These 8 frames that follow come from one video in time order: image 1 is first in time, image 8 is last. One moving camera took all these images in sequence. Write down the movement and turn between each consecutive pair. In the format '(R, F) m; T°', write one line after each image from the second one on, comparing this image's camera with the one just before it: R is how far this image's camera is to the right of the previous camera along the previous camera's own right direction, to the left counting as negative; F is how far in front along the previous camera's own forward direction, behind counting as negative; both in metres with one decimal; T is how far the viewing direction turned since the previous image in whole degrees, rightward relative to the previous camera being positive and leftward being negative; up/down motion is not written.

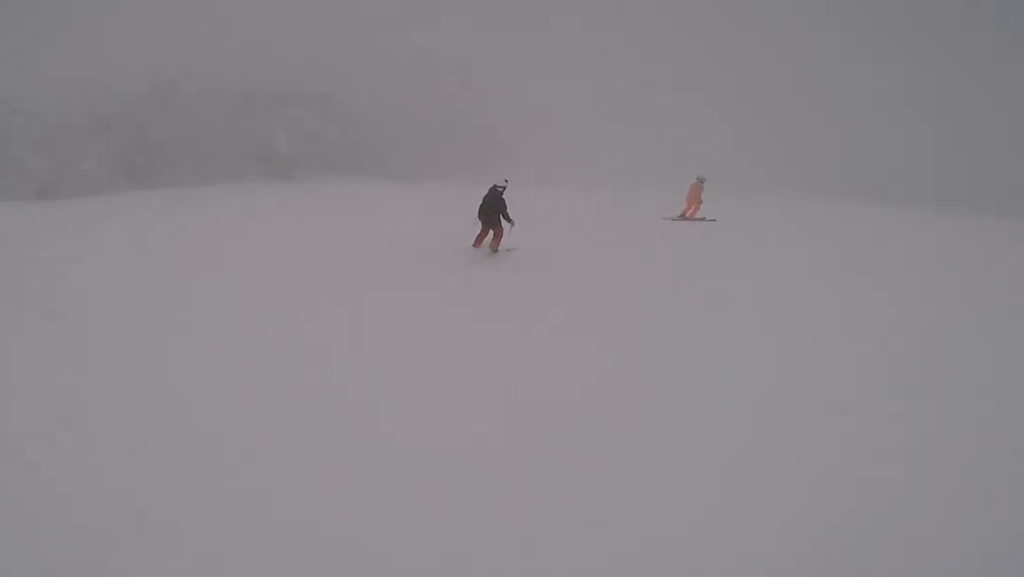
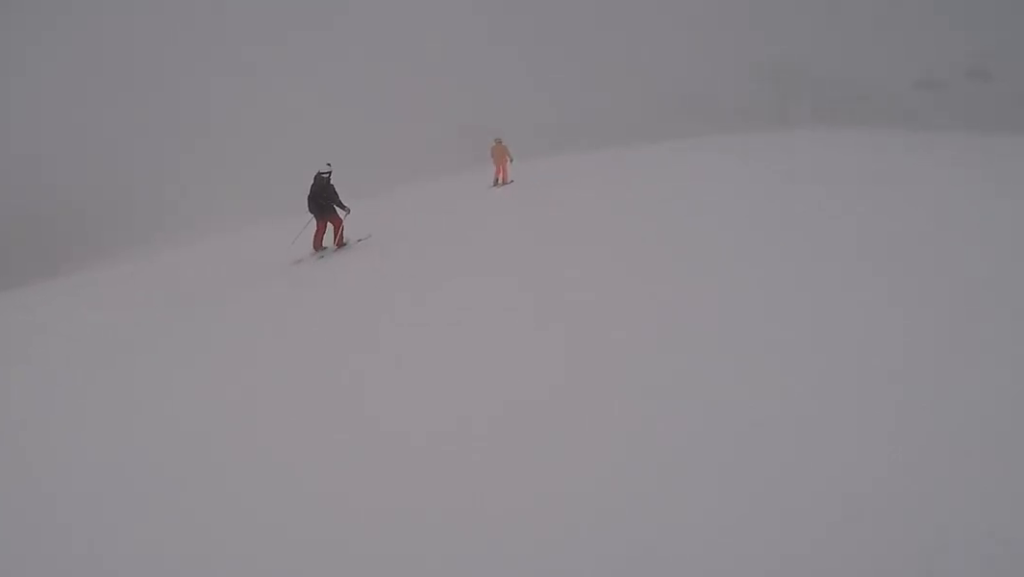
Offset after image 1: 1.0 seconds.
(+0.5, +6.1) m; +15°
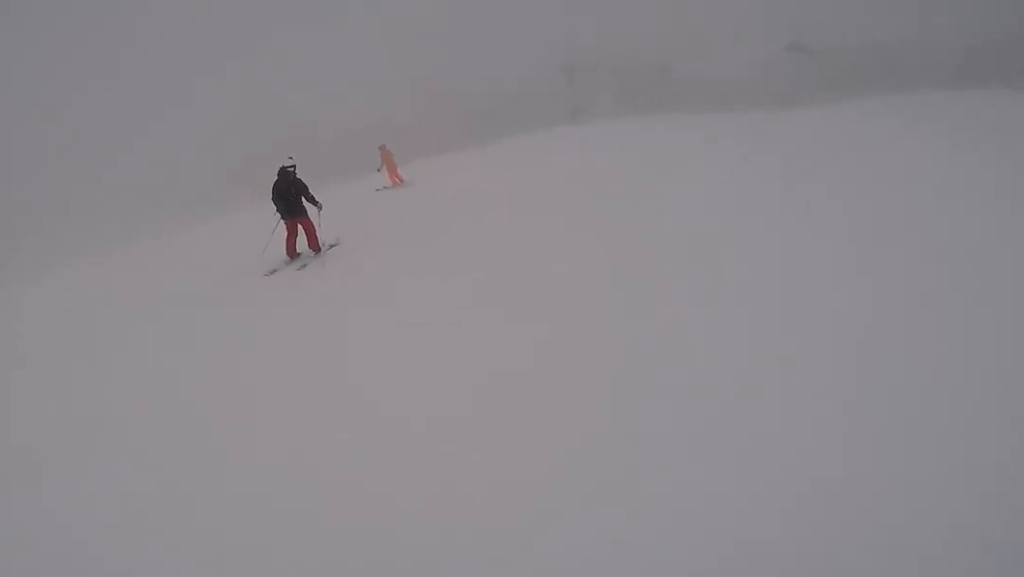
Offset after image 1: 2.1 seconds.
(+1.3, +6.8) m; +15°
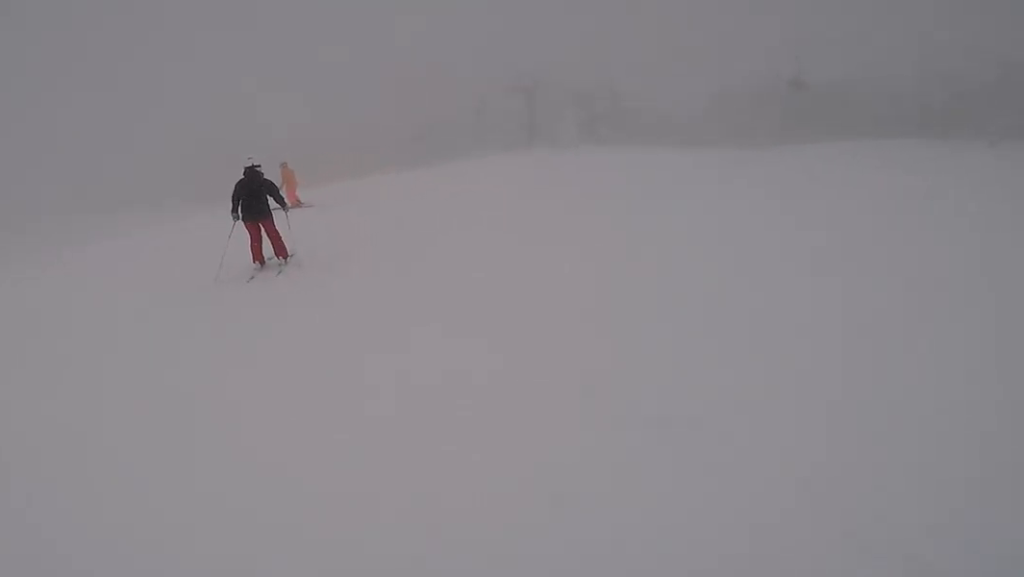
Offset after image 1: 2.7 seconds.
(-0.1, +3.3) m; +7°
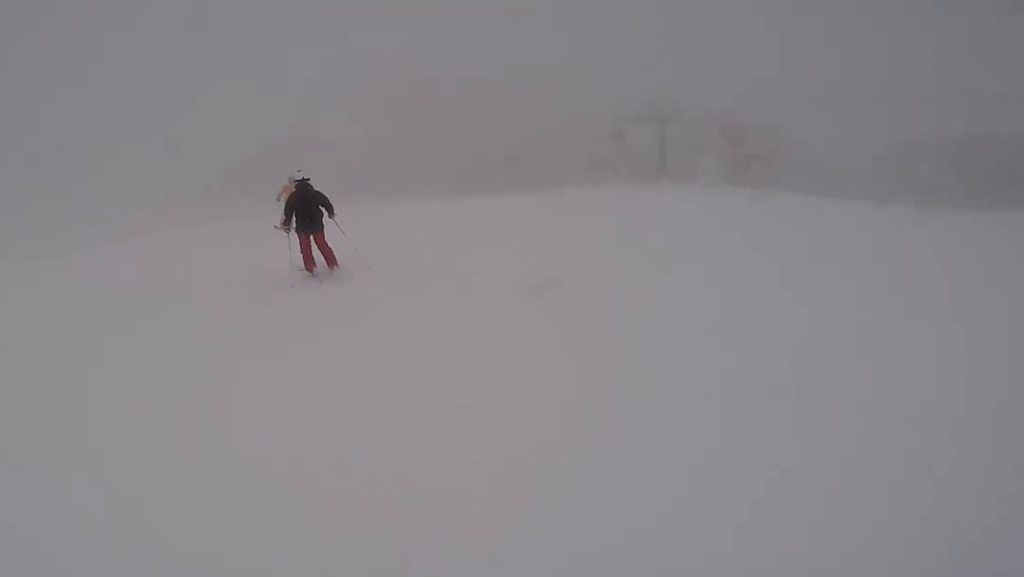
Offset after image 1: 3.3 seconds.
(+0.5, +3.6) m; -4°
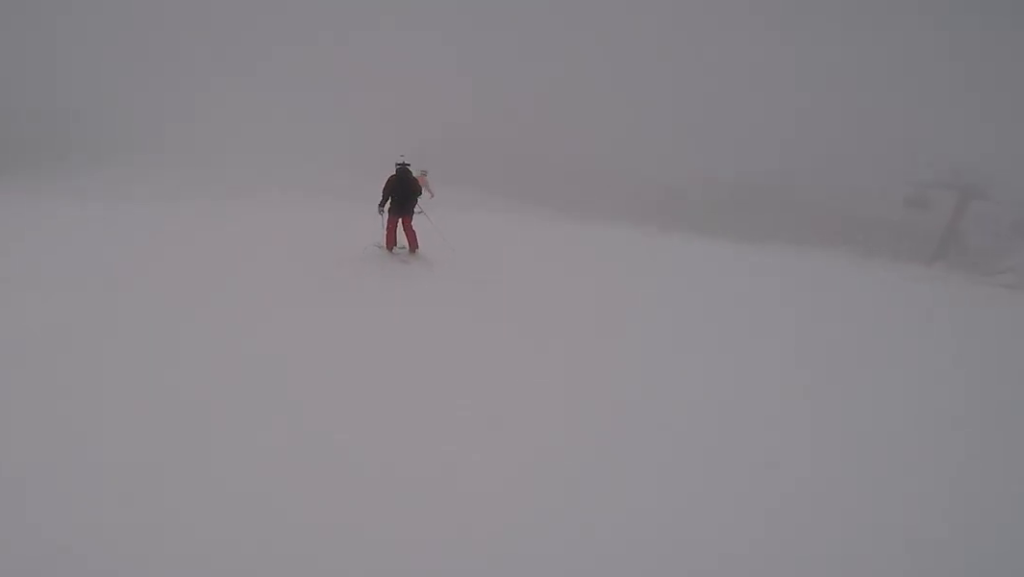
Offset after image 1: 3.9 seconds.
(+0.6, +3.2) m; -8°
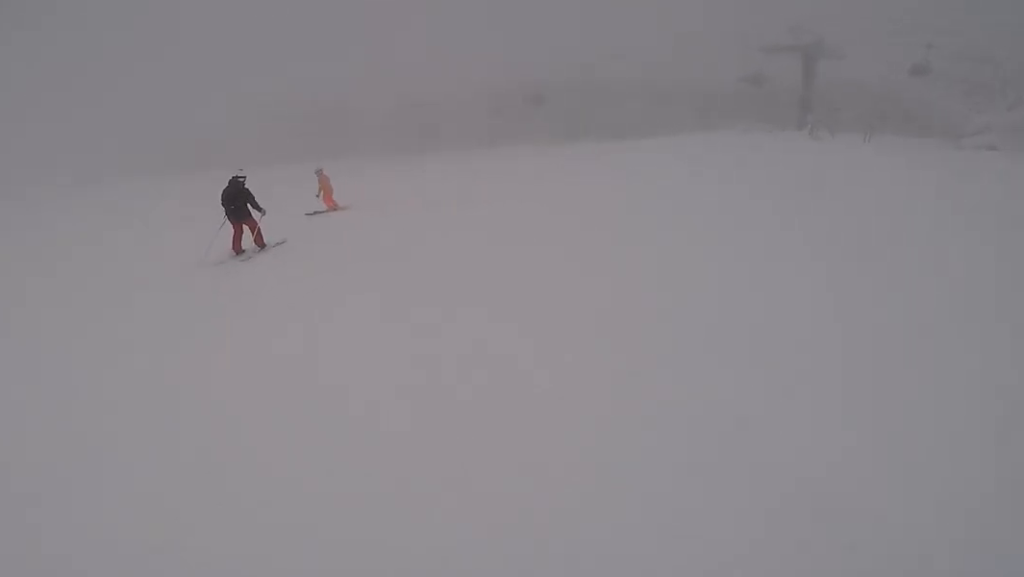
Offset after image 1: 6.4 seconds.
(-2.5, +13.6) m; -2°
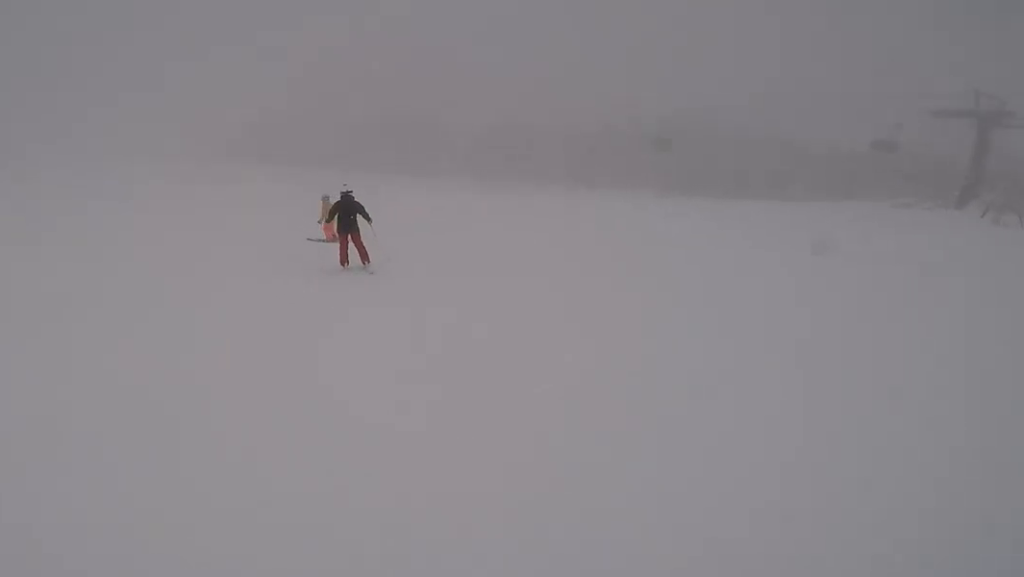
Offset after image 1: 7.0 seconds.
(0.0, +3.2) m; -3°
